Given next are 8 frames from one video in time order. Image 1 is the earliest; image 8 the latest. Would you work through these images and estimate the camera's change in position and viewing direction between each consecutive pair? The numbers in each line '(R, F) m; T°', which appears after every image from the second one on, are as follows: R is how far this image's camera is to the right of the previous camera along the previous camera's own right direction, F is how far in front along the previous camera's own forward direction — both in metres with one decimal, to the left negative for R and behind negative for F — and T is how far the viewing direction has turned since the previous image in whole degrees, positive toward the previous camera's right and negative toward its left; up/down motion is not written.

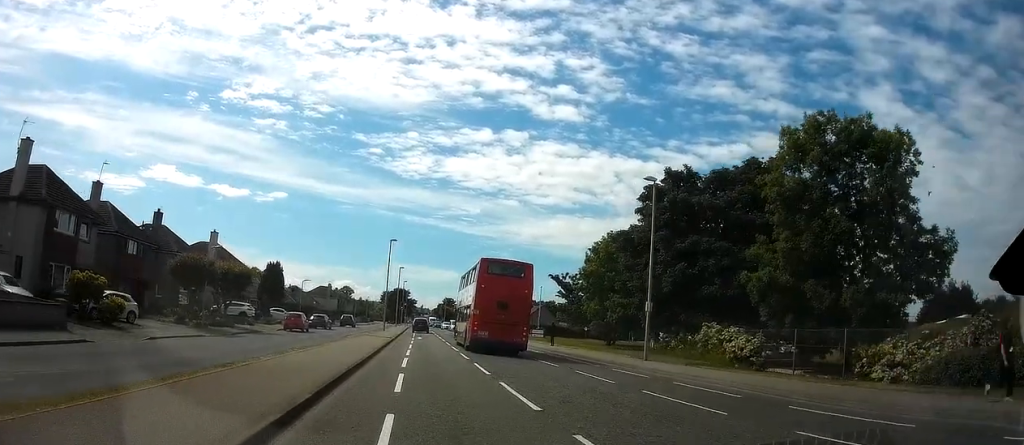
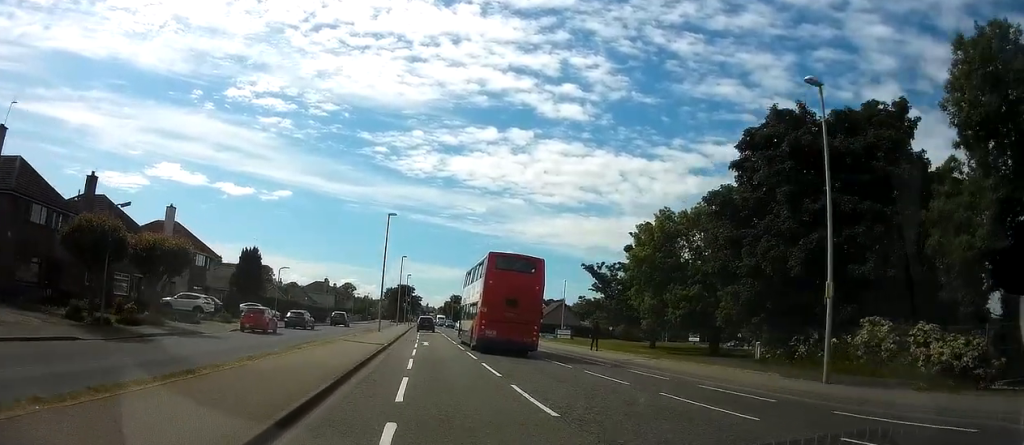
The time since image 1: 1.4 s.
(-0.4, +12.7) m; -3°
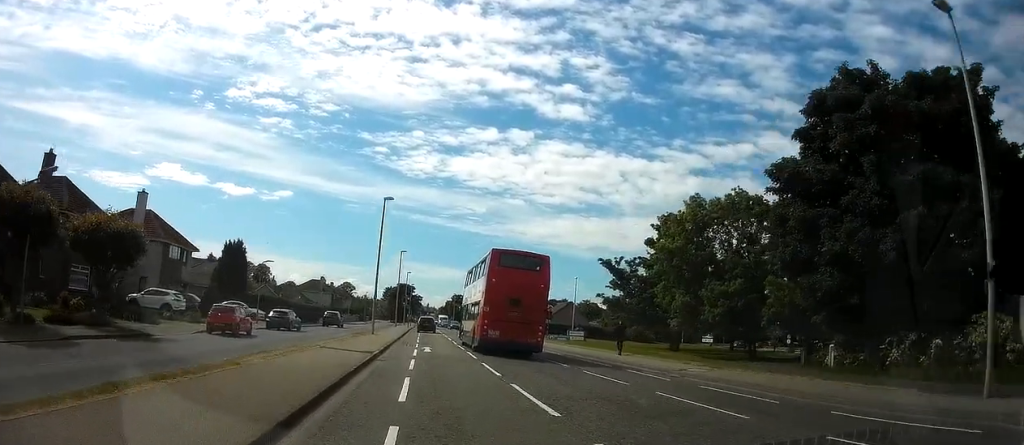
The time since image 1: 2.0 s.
(0.0, +5.9) m; 0°
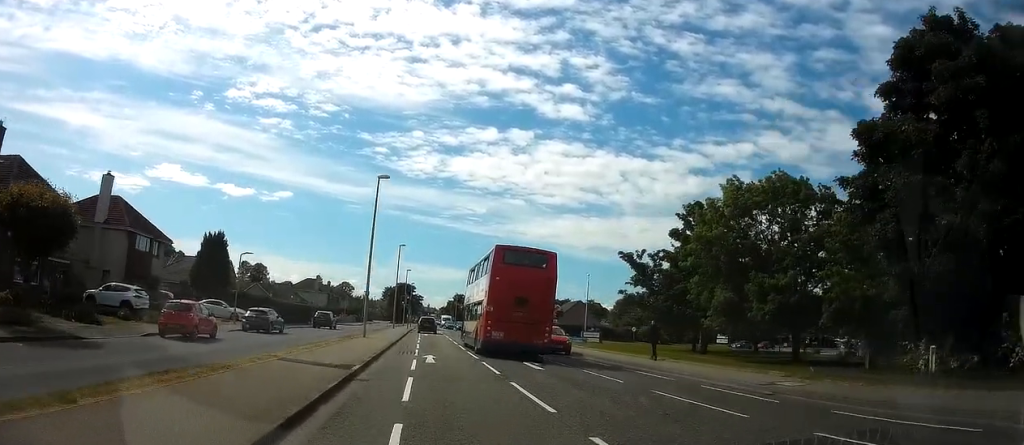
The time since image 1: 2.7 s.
(0.0, +5.9) m; 0°
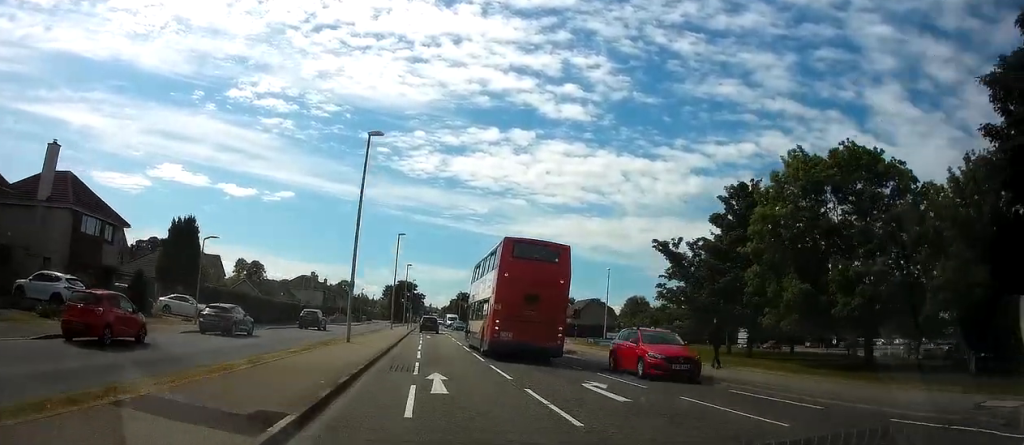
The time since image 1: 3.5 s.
(0.0, +7.5) m; 0°
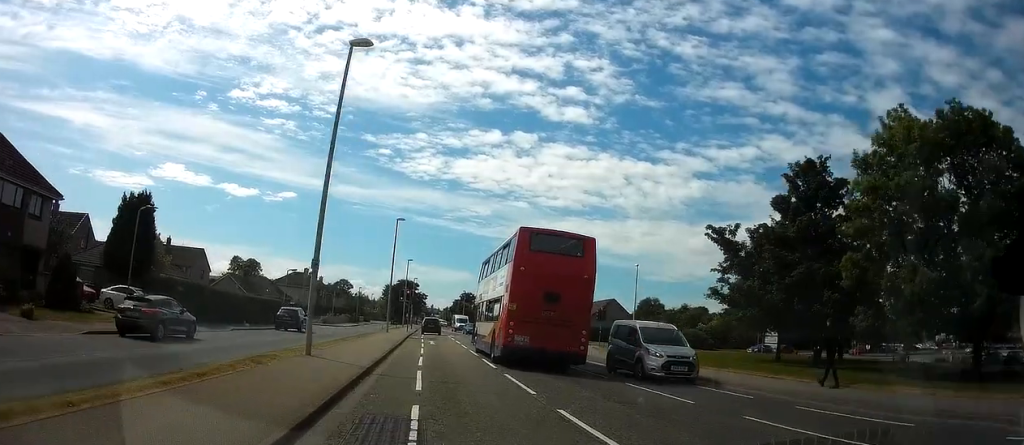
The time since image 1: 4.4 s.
(0.0, +8.4) m; 0°
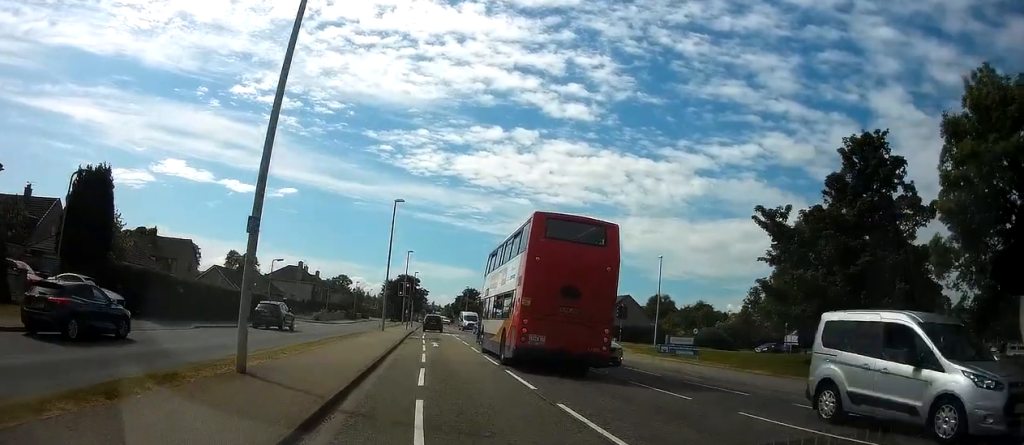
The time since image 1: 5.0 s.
(0.0, +5.6) m; 0°
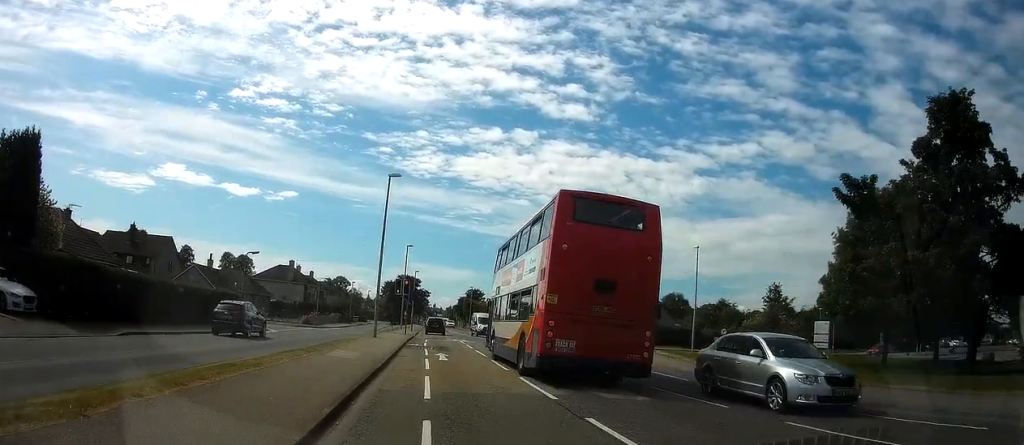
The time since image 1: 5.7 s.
(0.0, +7.2) m; 0°
